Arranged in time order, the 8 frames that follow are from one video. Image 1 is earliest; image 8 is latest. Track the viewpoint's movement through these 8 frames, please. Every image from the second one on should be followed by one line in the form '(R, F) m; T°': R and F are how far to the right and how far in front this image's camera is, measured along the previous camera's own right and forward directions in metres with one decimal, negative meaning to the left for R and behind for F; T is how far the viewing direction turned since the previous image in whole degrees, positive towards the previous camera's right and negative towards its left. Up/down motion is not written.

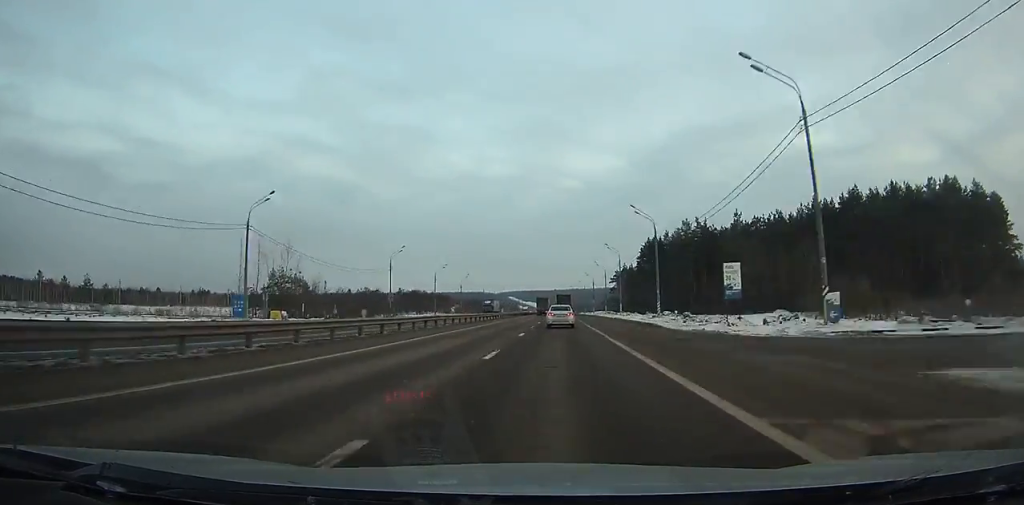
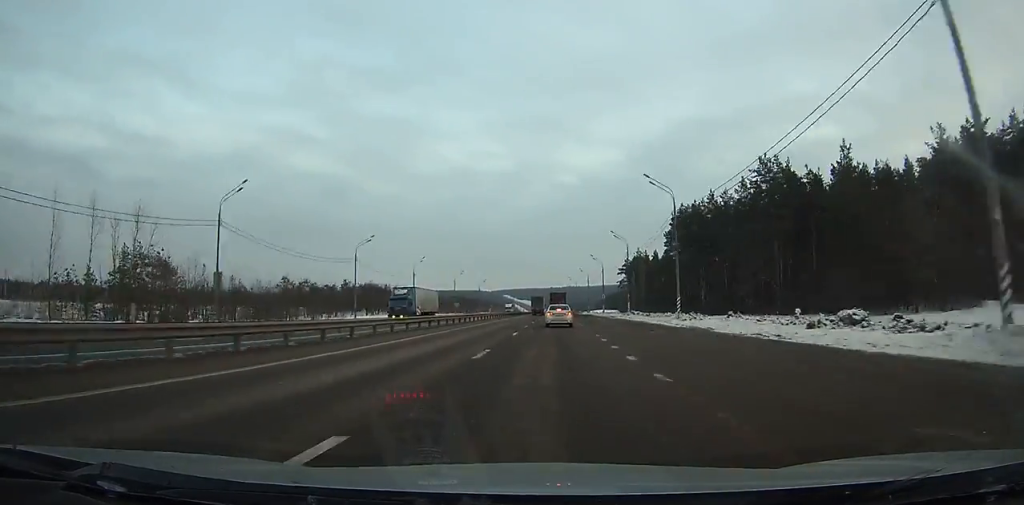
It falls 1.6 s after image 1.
(0.0, +47.7) m; 0°
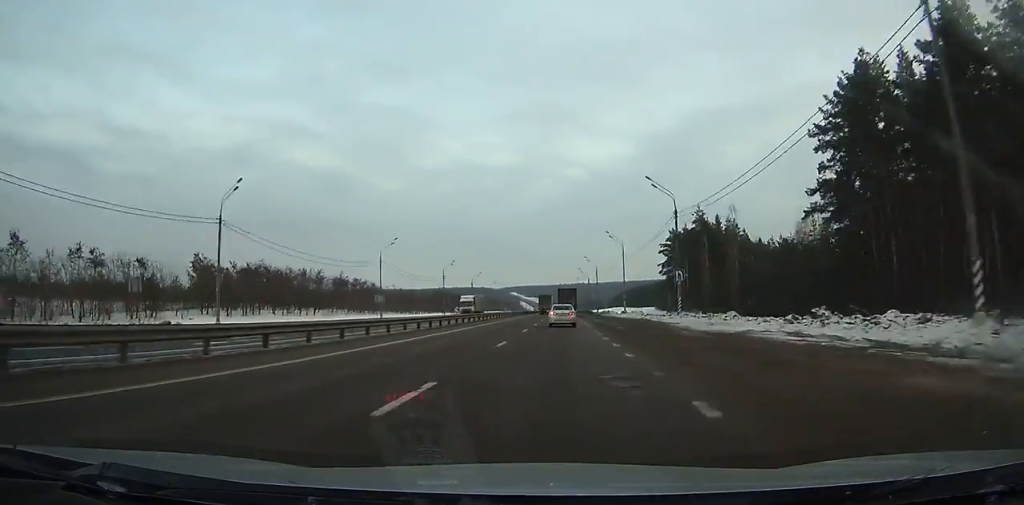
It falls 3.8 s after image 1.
(0.0, +65.3) m; 0°
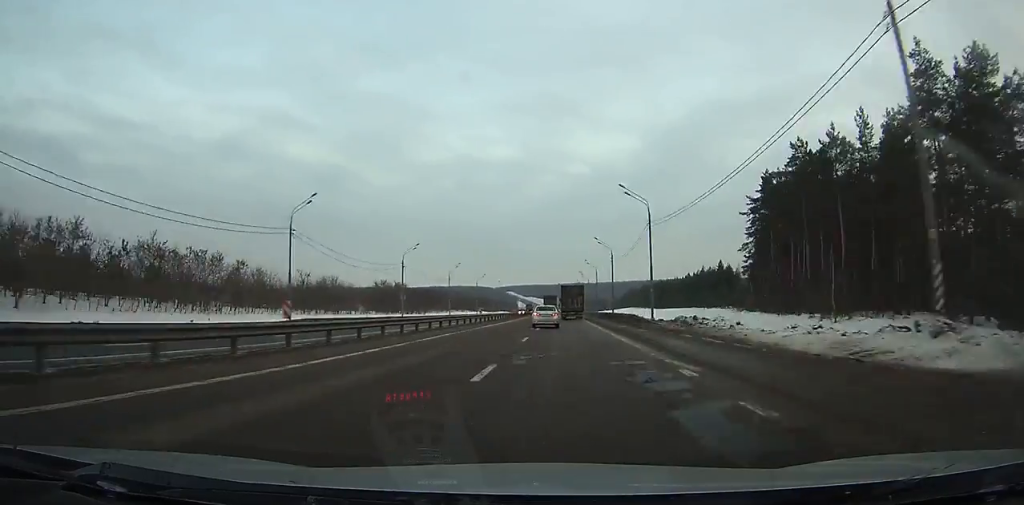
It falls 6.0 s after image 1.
(-0.2, +64.8) m; 0°
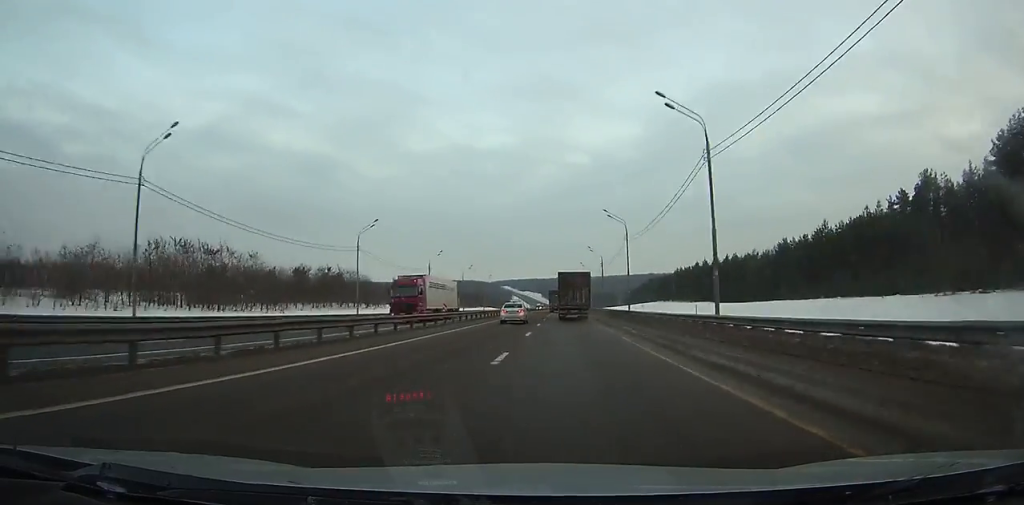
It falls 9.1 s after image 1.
(0.0, +90.9) m; 0°
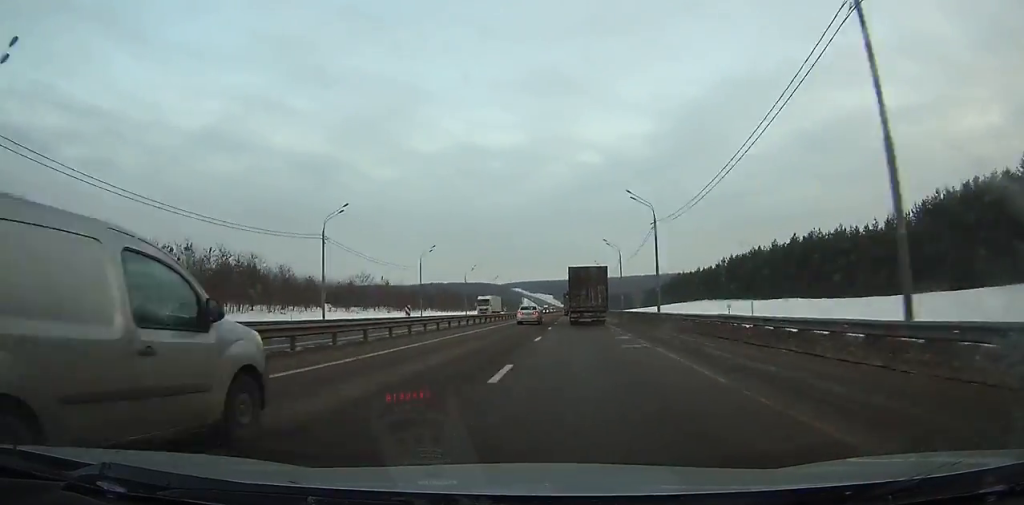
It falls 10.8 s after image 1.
(-0.2, +50.0) m; 0°
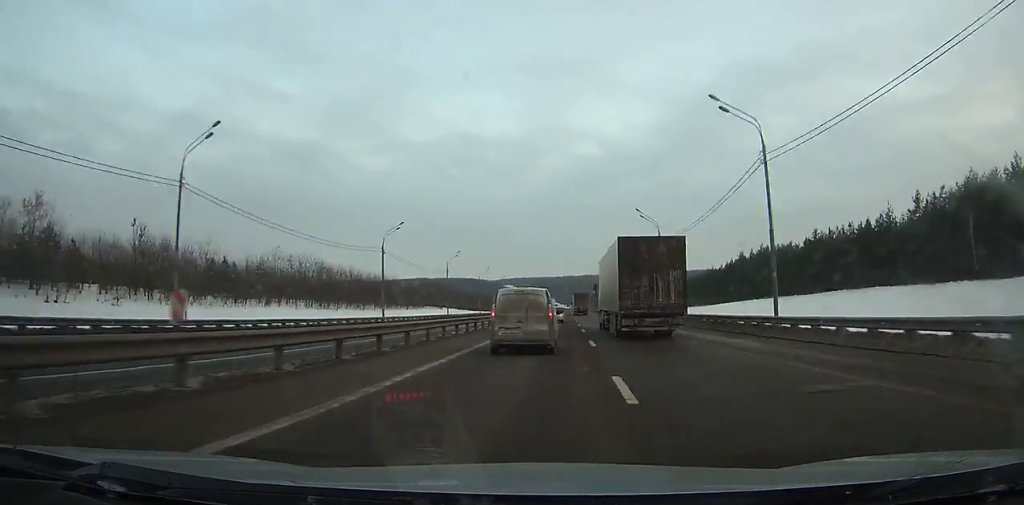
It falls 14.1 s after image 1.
(-0.6, +98.4) m; 0°
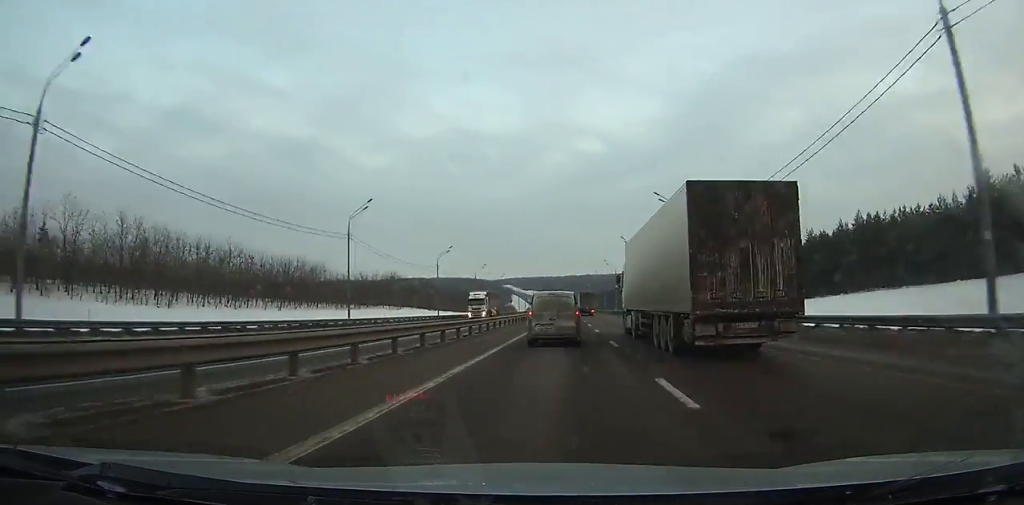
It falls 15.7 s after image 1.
(-0.2, +48.2) m; 0°
